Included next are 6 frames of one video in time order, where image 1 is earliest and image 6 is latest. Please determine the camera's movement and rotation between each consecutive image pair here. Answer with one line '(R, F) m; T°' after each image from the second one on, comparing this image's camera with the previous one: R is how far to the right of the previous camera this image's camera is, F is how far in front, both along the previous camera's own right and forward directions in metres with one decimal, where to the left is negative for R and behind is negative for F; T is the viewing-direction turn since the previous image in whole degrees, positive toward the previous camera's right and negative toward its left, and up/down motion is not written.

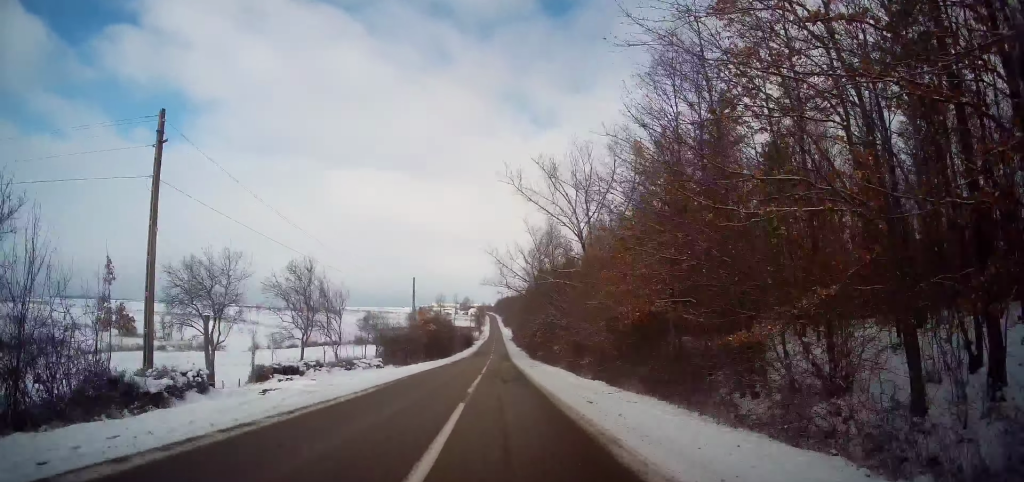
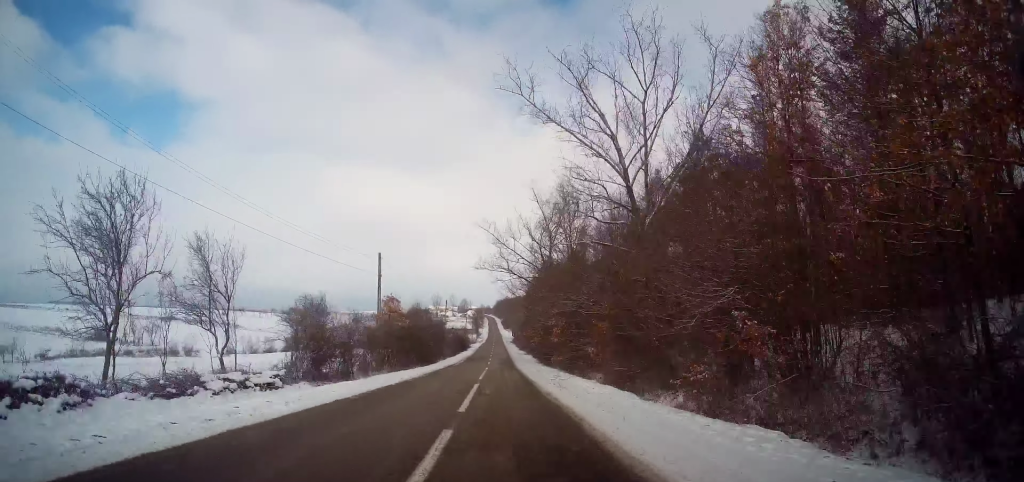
(+0.4, +15.8) m; 0°
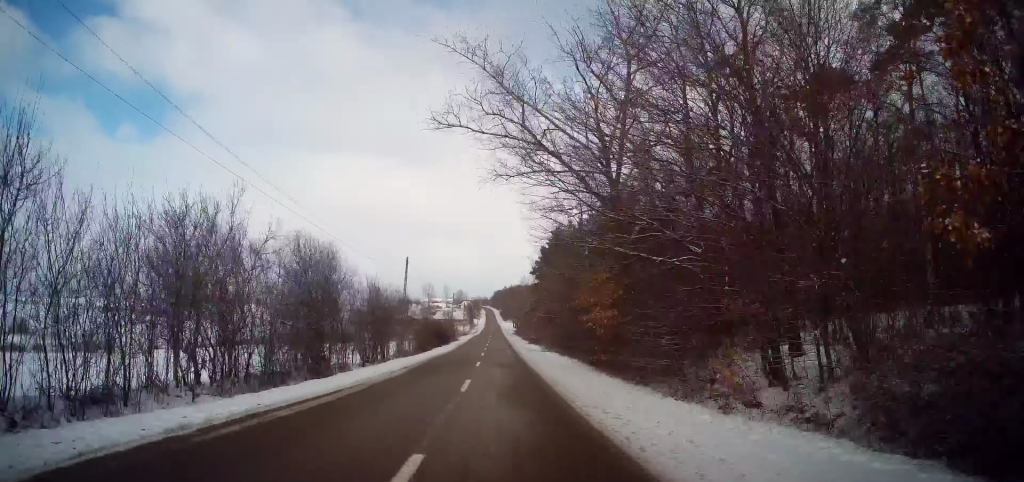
(0.0, +34.4) m; 0°
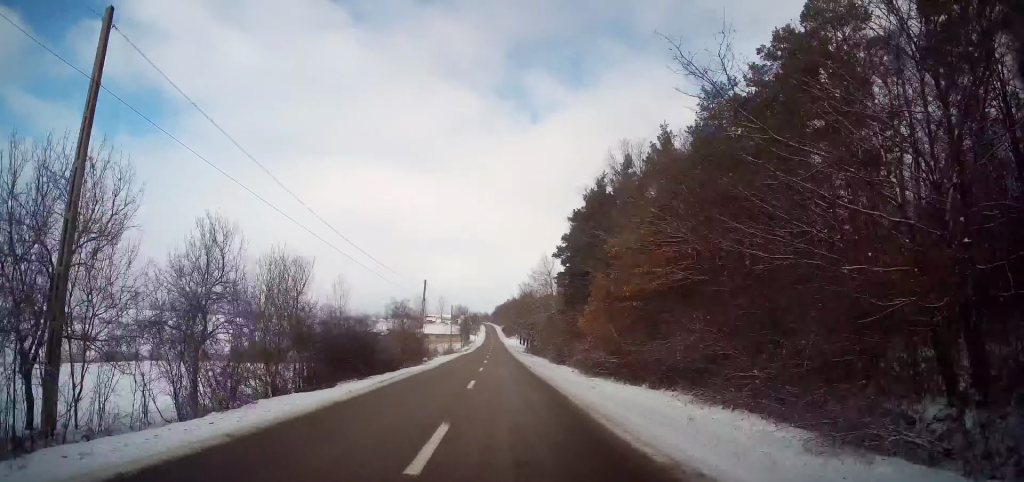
(+0.4, +38.3) m; 0°
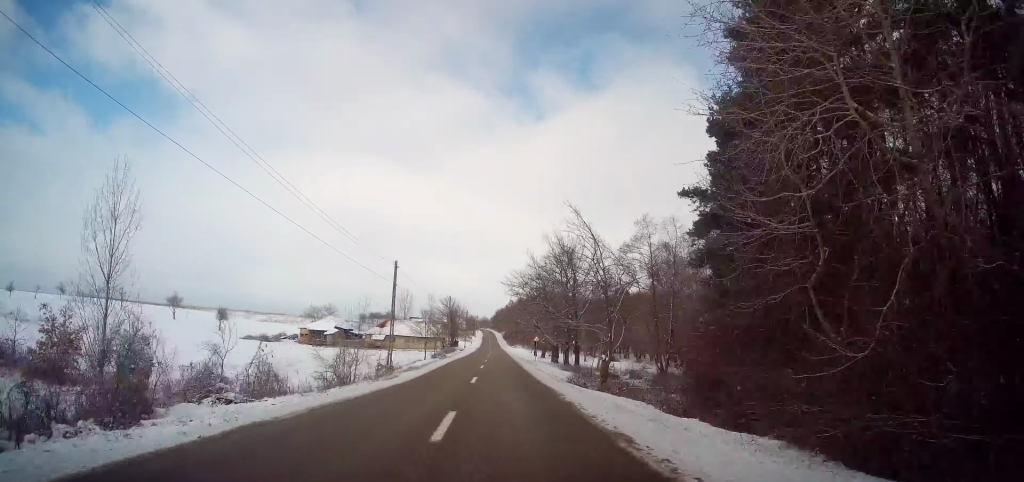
(0.0, +49.7) m; 0°
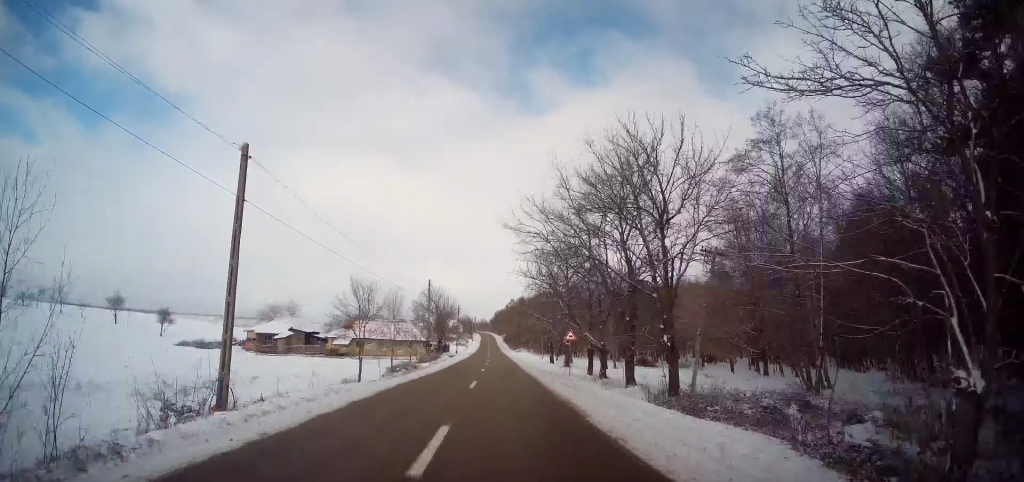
(+0.1, +23.3) m; -1°
